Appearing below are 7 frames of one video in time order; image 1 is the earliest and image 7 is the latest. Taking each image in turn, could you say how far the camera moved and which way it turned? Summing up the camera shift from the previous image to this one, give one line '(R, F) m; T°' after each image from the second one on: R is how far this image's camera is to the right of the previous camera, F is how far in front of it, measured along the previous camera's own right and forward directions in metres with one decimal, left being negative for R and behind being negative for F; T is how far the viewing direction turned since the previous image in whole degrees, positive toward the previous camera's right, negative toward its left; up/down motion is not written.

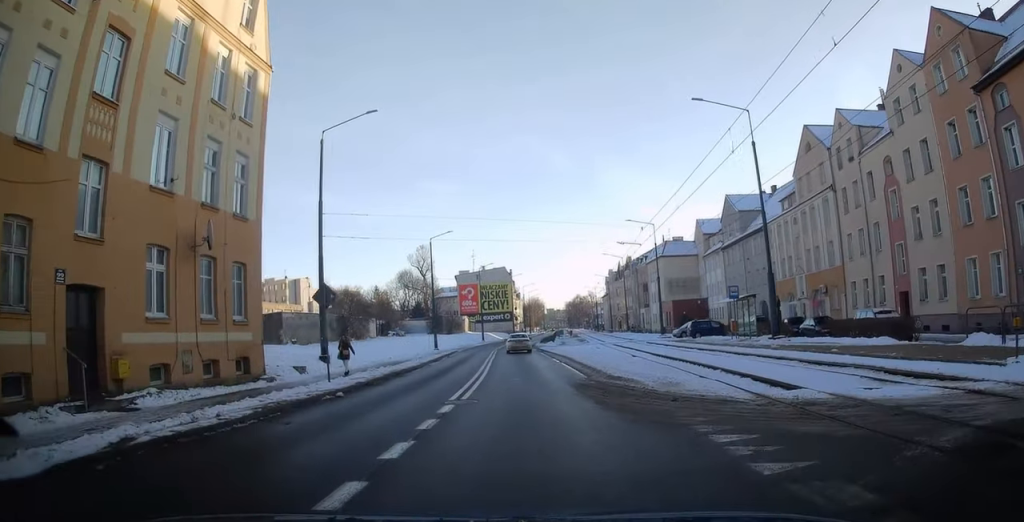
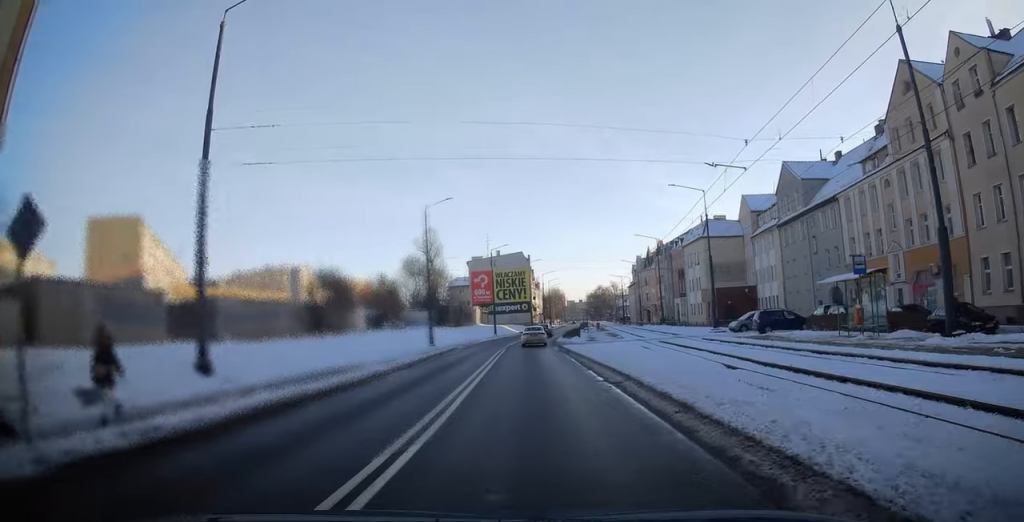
(-0.3, +12.6) m; -2°
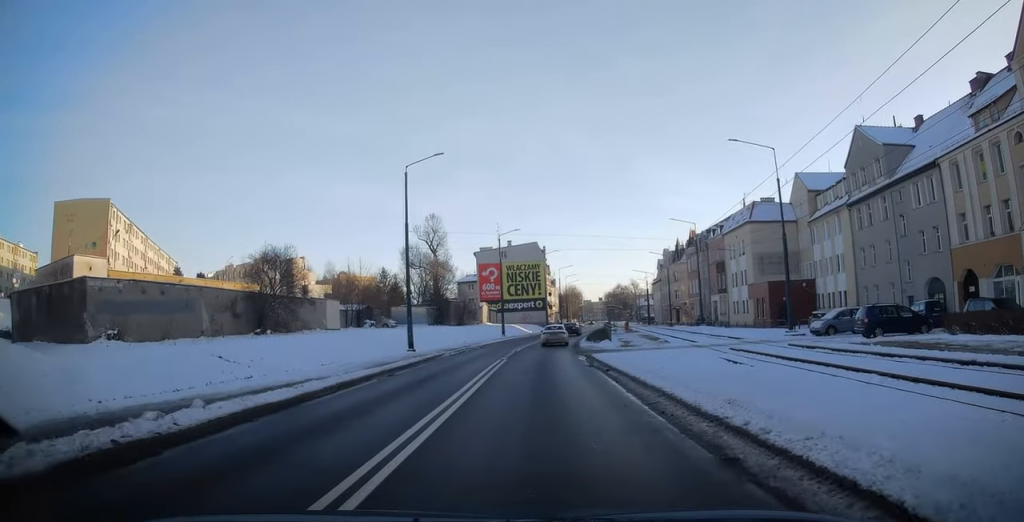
(-0.1, +12.7) m; -1°
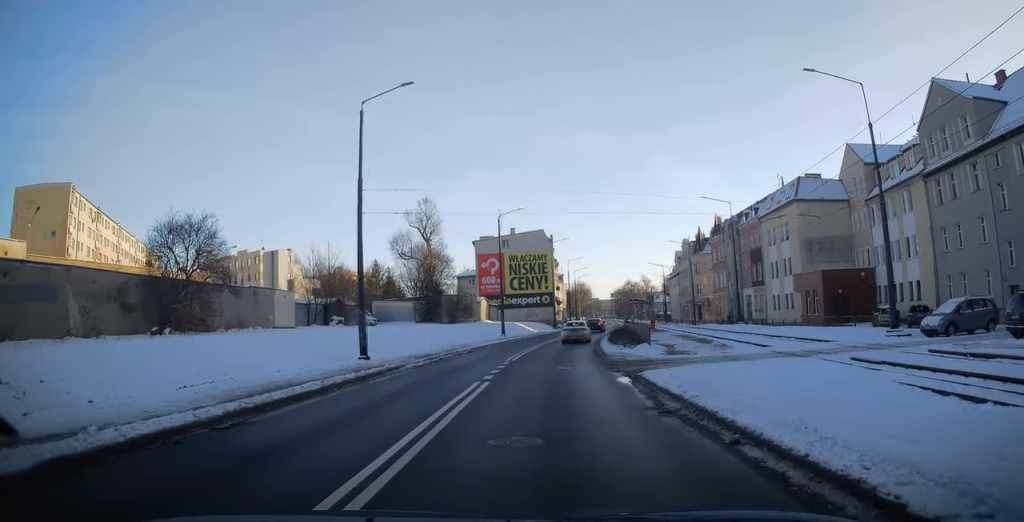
(0.0, +11.0) m; 0°
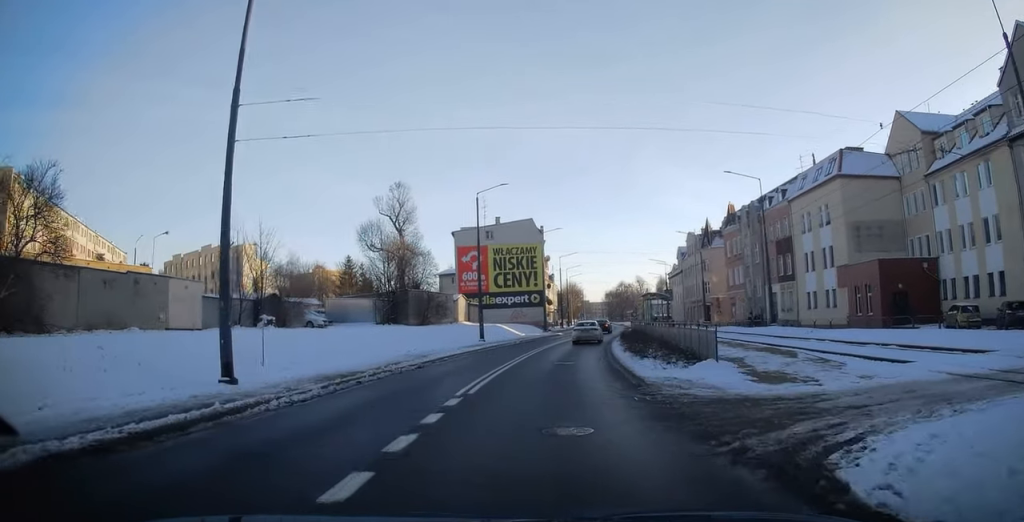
(0.0, +11.0) m; 0°
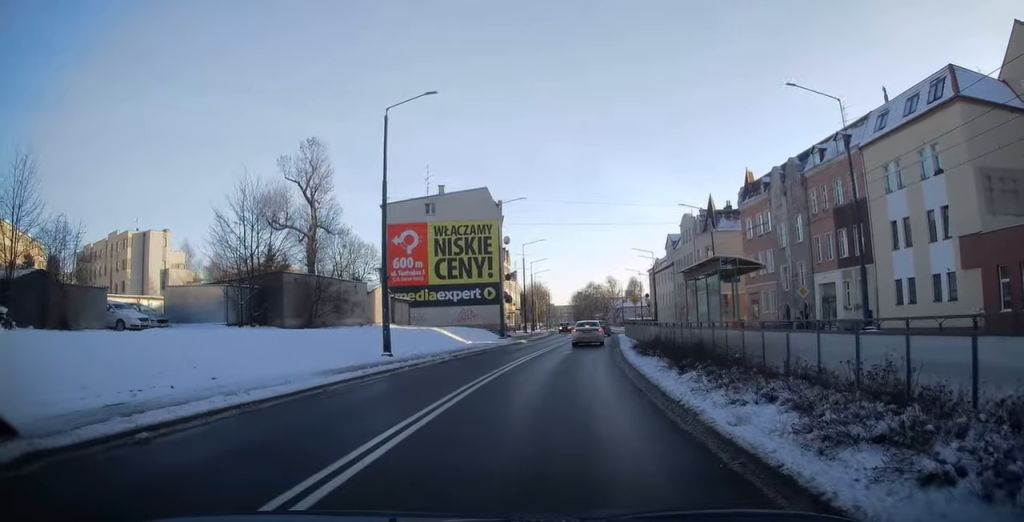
(+0.3, +19.6) m; +3°
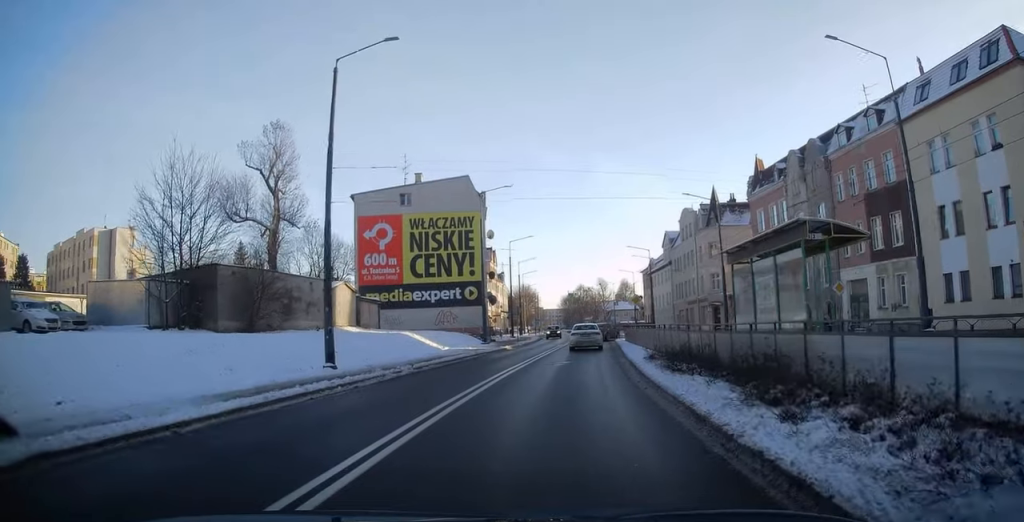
(+0.2, +6.0) m; +1°
